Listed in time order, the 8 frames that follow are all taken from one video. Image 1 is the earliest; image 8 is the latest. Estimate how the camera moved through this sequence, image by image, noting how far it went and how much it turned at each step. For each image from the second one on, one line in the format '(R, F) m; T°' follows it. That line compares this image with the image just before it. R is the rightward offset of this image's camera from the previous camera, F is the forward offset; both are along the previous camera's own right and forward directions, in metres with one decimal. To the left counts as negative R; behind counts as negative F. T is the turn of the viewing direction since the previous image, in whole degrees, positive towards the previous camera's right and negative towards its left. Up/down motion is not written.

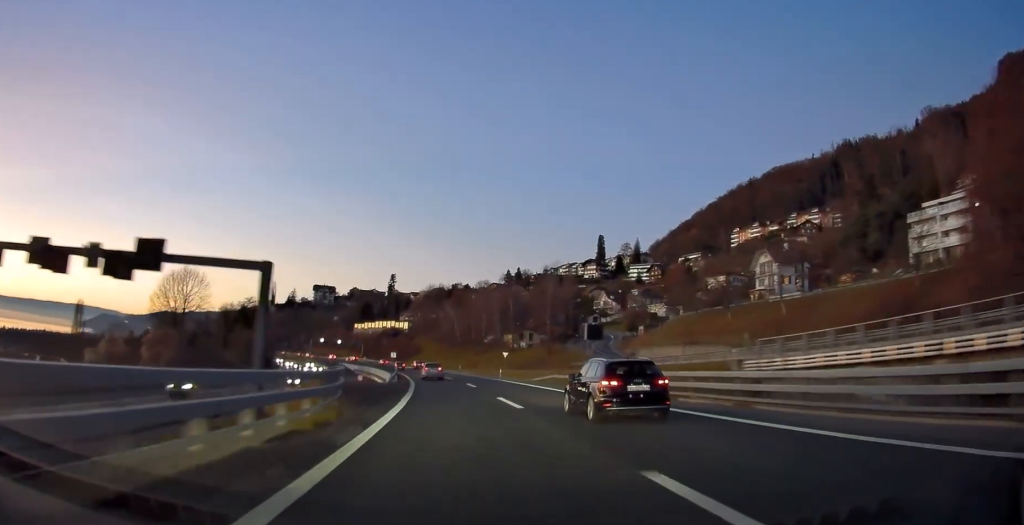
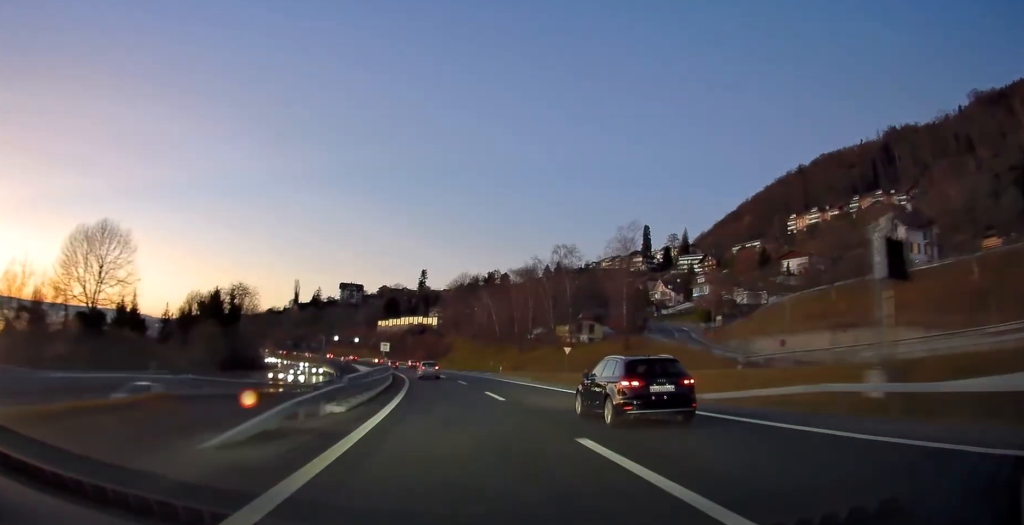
(-1.0, +32.4) m; -3°
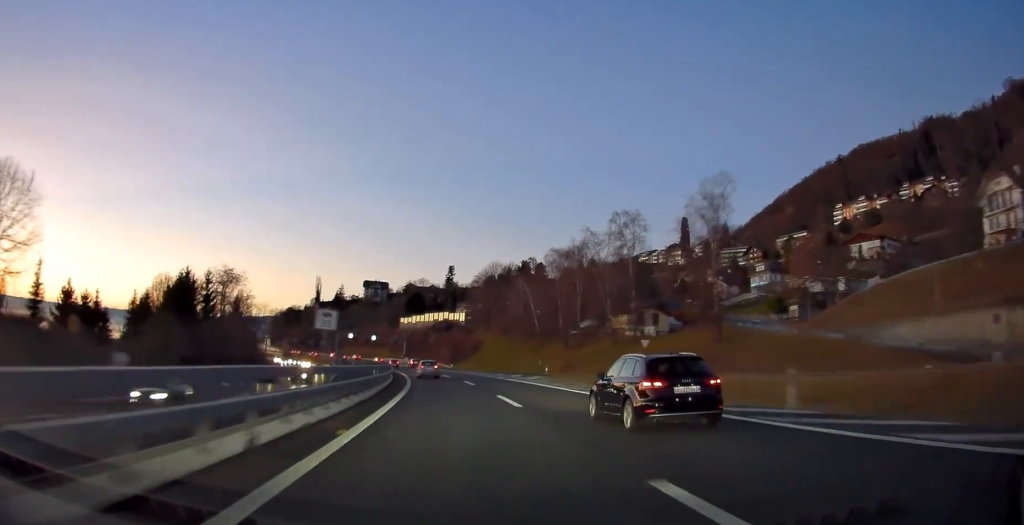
(-0.4, +22.3) m; -2°
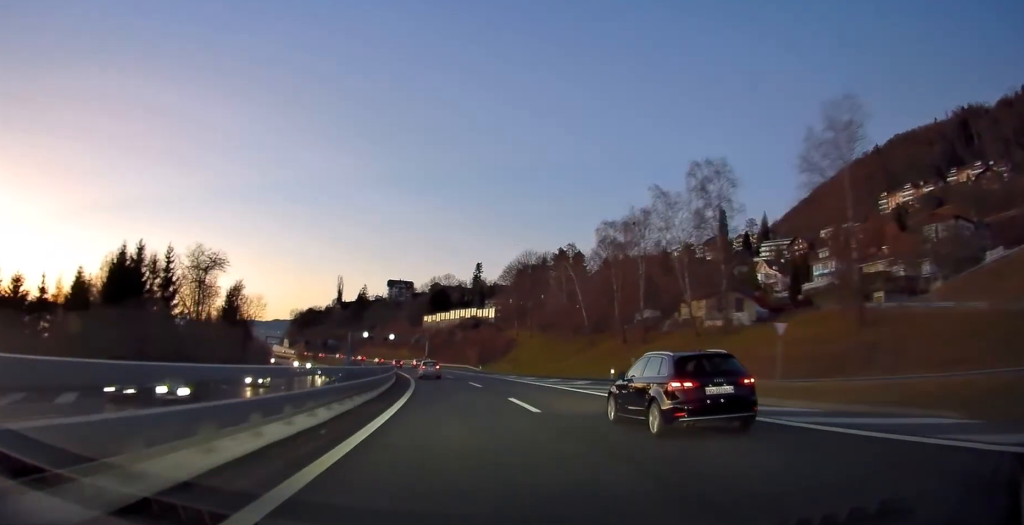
(-0.2, +19.6) m; -2°
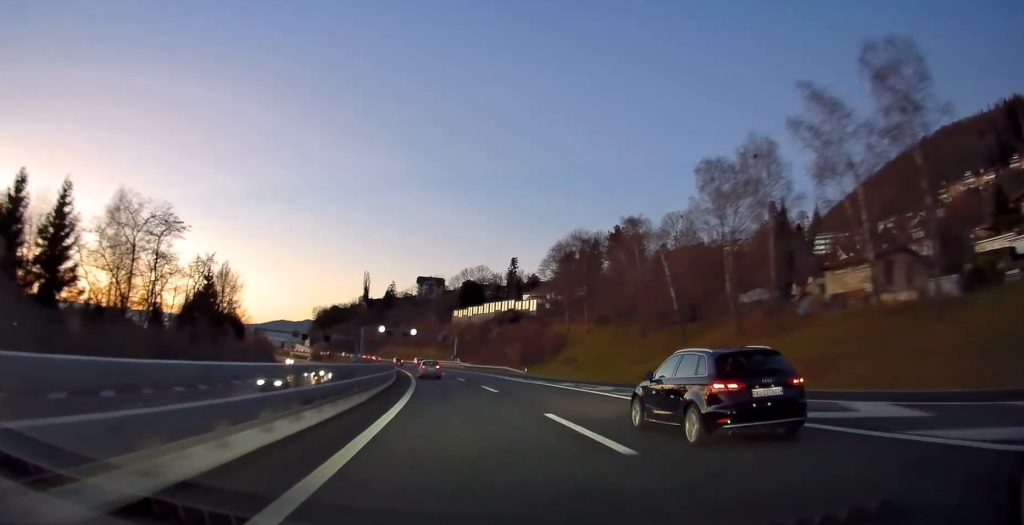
(-0.7, +26.2) m; -4°
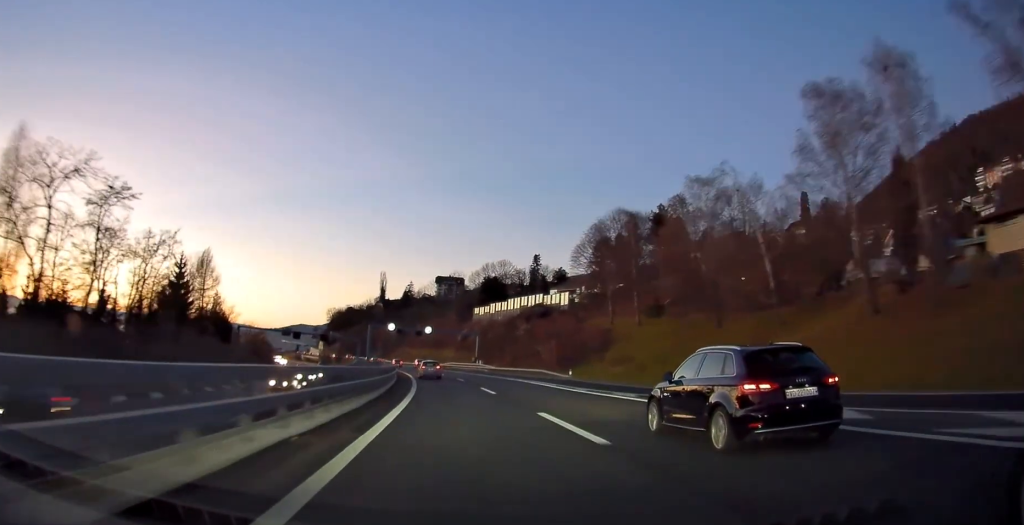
(-0.6, +17.7) m; -2°
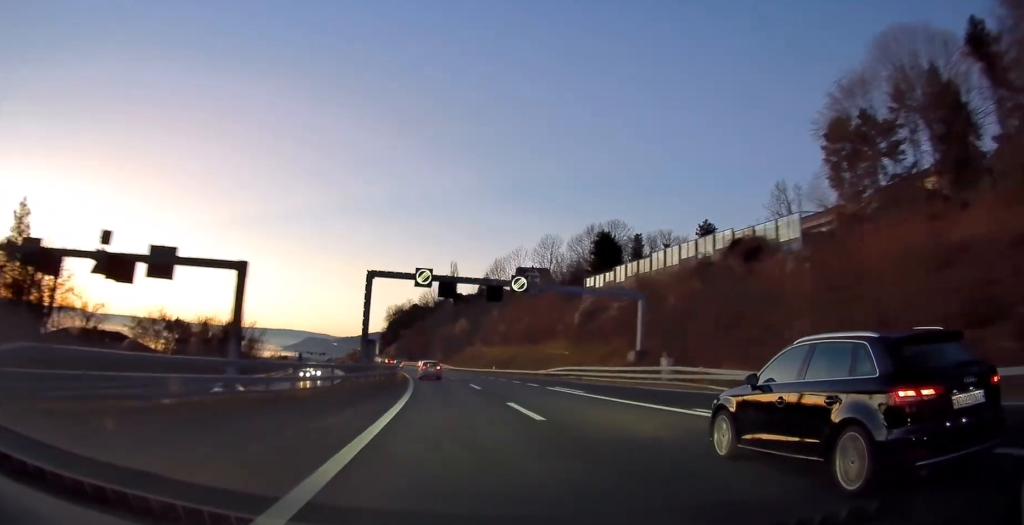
(-4.1, +66.7) m; -7°
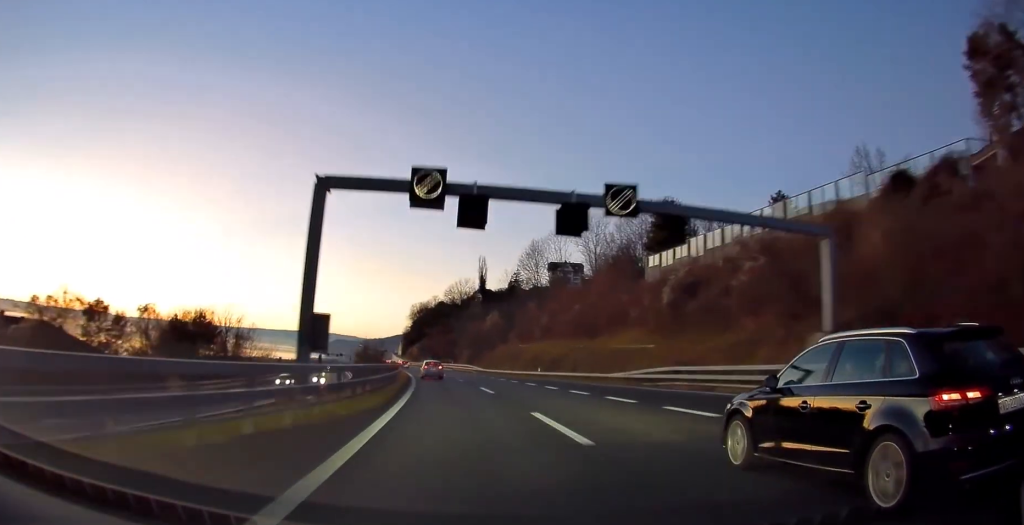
(-0.3, +21.4) m; -2°
